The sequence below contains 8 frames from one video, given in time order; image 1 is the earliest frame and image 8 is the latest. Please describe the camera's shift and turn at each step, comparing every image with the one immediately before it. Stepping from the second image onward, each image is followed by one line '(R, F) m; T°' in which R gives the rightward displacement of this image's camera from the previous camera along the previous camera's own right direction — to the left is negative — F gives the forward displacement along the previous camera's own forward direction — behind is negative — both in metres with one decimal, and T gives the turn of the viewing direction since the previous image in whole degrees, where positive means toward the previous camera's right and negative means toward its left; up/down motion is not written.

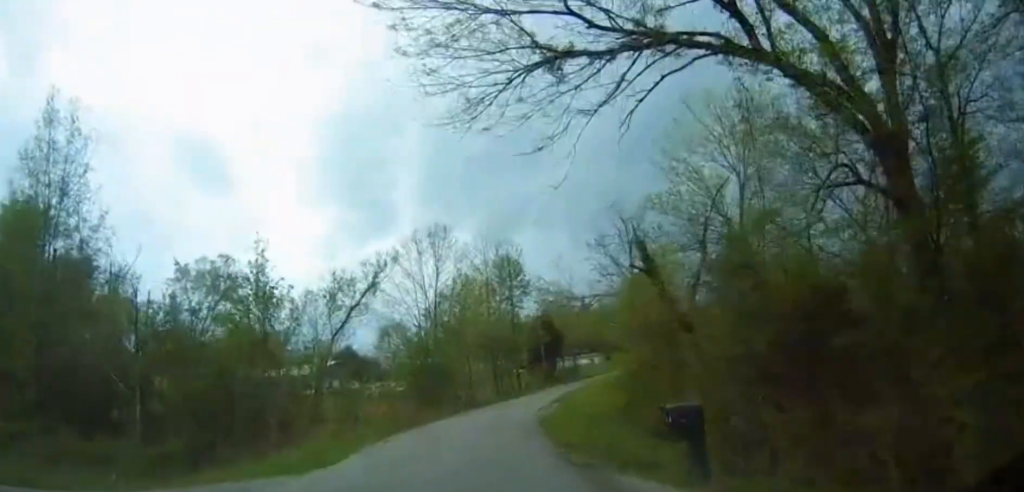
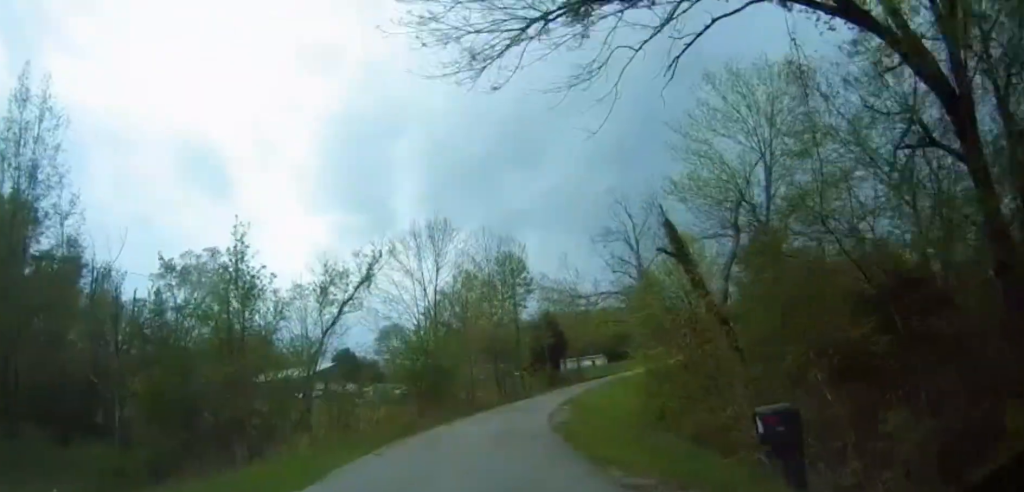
(0.0, +2.9) m; +2°
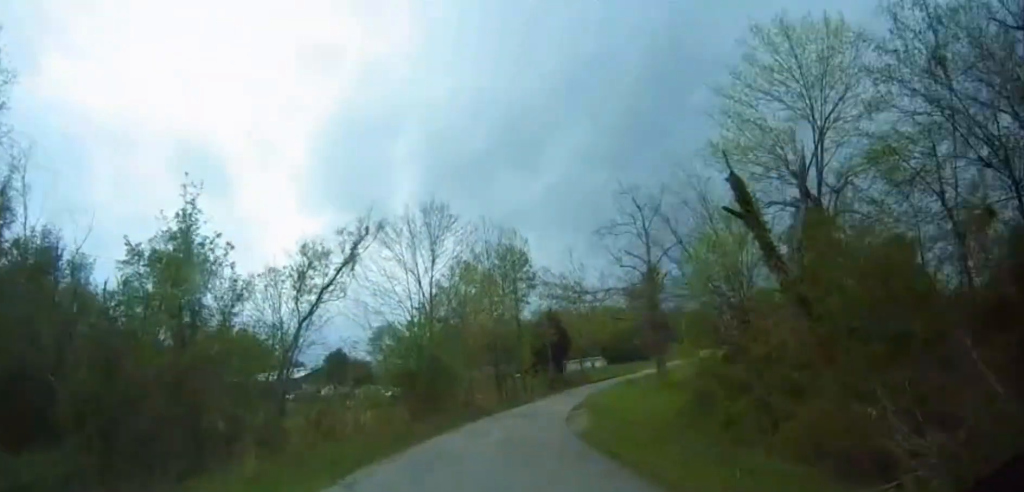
(+0.1, +4.9) m; -1°
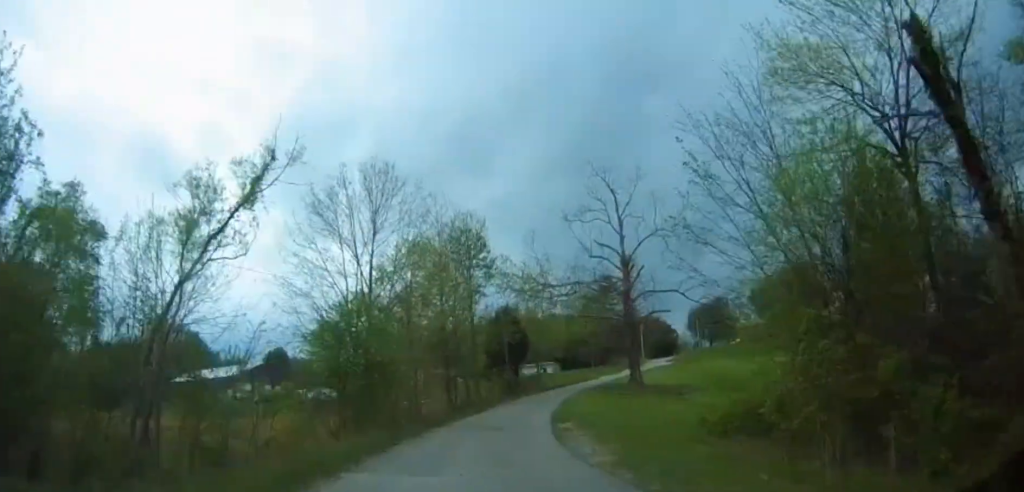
(-0.4, +8.3) m; +1°
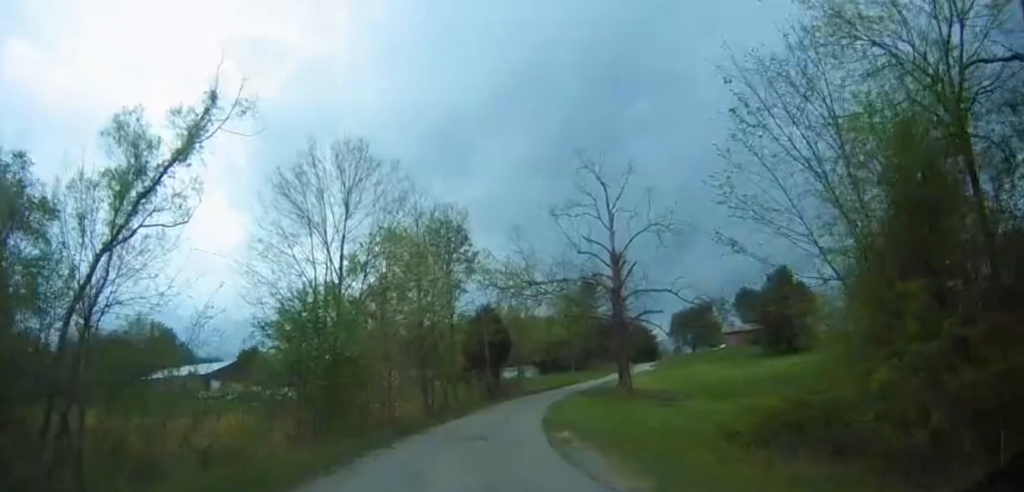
(0.0, +3.5) m; +3°
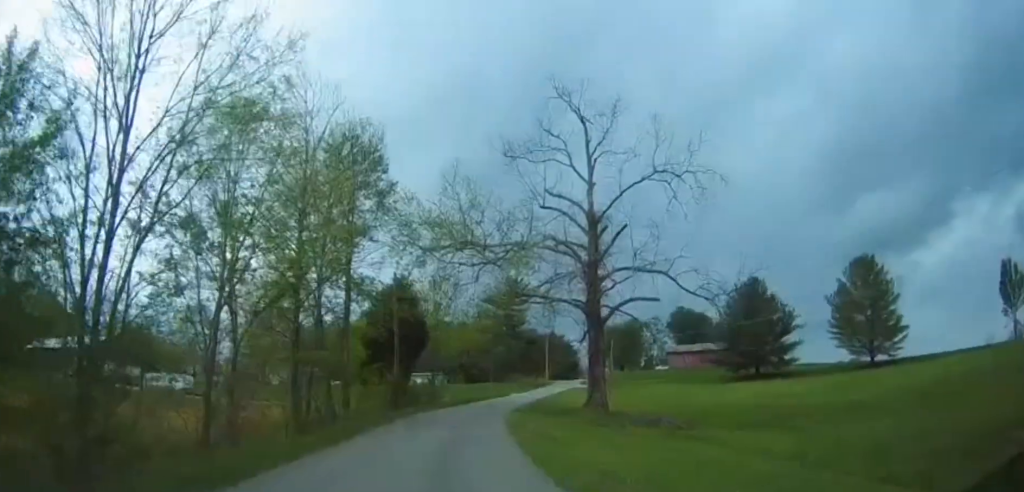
(+1.6, +17.2) m; +9°
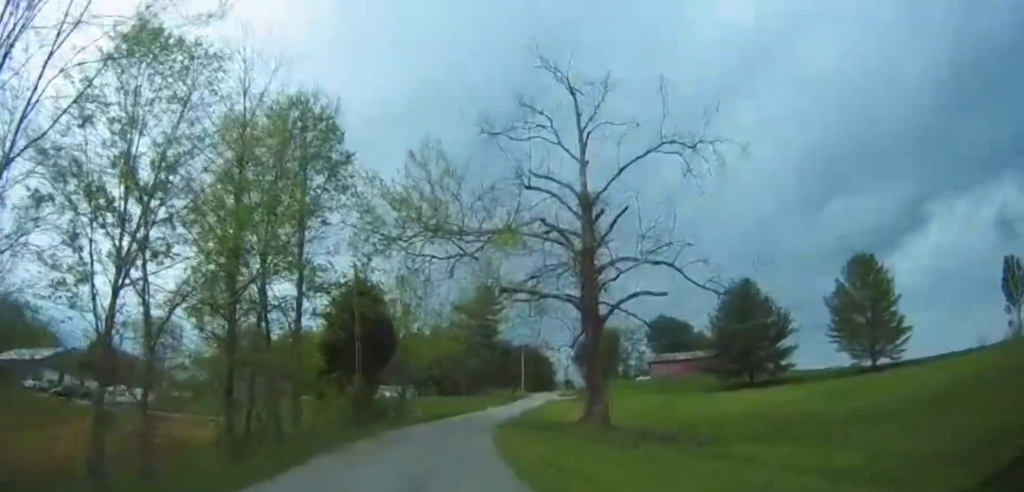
(+0.2, +5.9) m; +2°
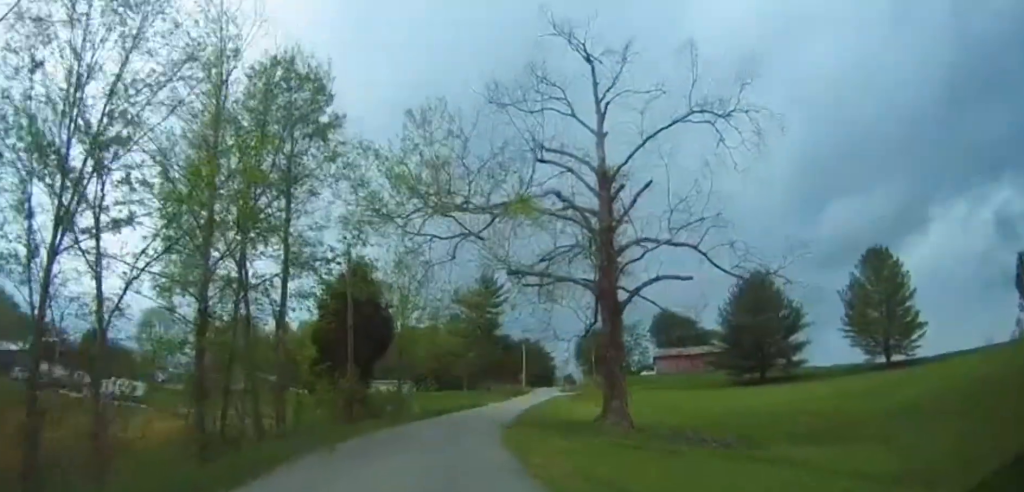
(+0.1, +3.2) m; 0°
